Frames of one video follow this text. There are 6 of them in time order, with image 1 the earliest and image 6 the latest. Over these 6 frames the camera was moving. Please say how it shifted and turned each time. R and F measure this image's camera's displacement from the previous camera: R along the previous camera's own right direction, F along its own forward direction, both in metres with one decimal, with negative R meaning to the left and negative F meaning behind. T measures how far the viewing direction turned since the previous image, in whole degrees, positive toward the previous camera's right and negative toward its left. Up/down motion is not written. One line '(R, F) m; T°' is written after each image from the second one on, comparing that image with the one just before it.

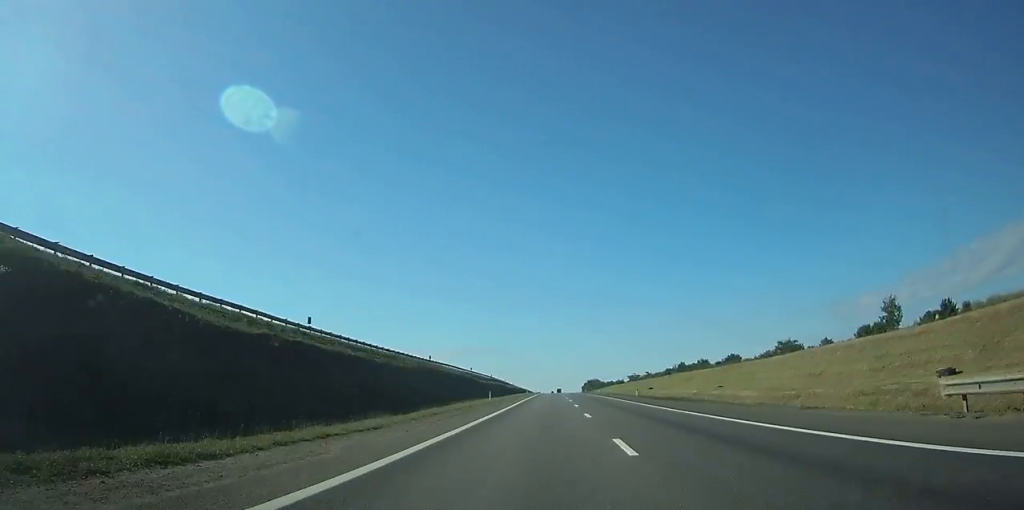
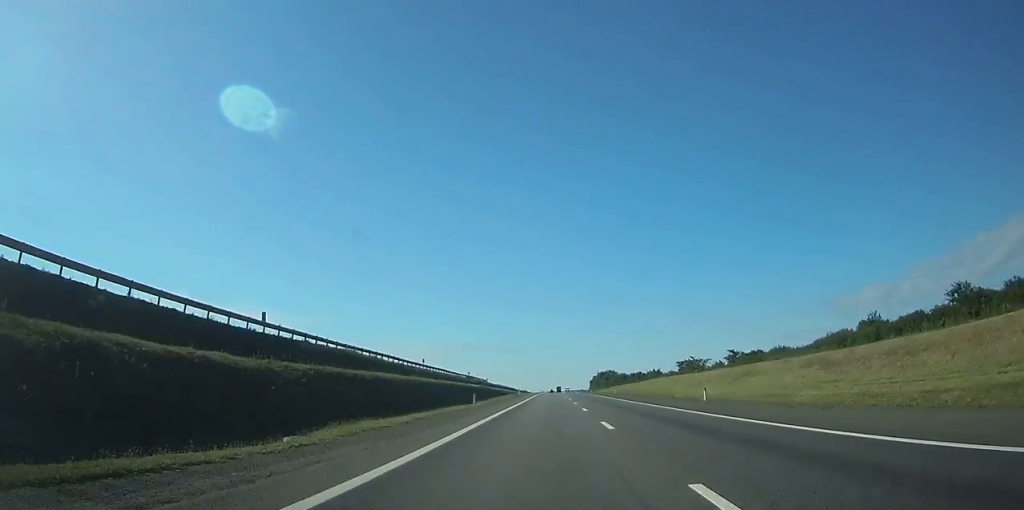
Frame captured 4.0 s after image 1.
(-0.3, +125.4) m; 0°
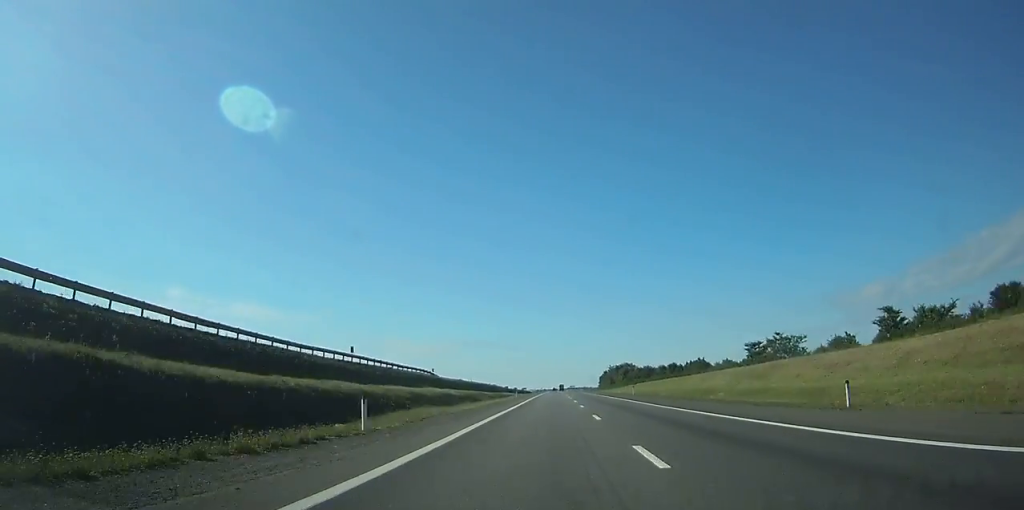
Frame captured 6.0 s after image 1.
(+0.2, +68.2) m; 0°
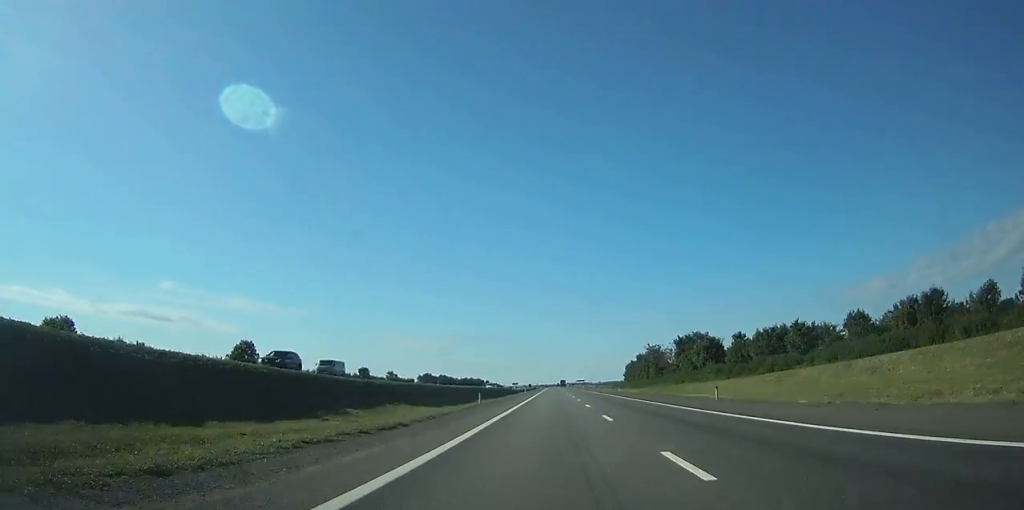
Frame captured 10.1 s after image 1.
(-0.2, +142.7) m; 0°
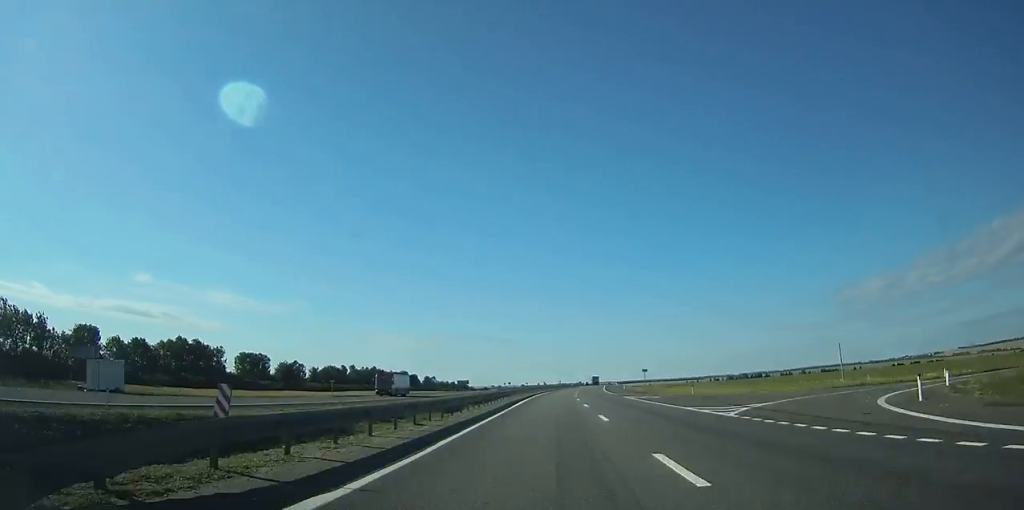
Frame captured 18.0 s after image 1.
(+1.6, +264.0) m; +2°
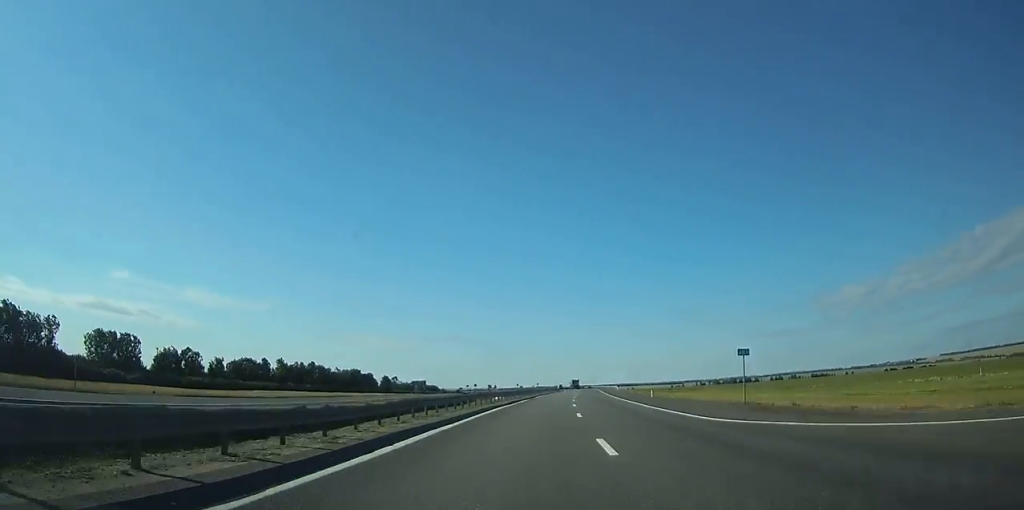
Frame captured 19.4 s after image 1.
(+0.7, +43.6) m; +1°
